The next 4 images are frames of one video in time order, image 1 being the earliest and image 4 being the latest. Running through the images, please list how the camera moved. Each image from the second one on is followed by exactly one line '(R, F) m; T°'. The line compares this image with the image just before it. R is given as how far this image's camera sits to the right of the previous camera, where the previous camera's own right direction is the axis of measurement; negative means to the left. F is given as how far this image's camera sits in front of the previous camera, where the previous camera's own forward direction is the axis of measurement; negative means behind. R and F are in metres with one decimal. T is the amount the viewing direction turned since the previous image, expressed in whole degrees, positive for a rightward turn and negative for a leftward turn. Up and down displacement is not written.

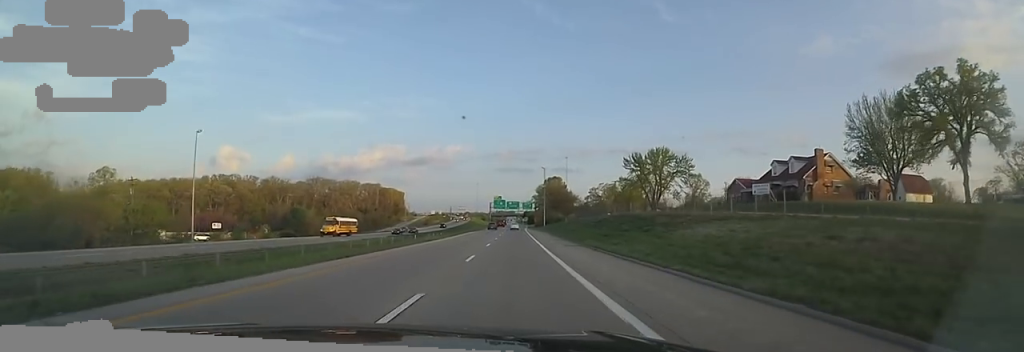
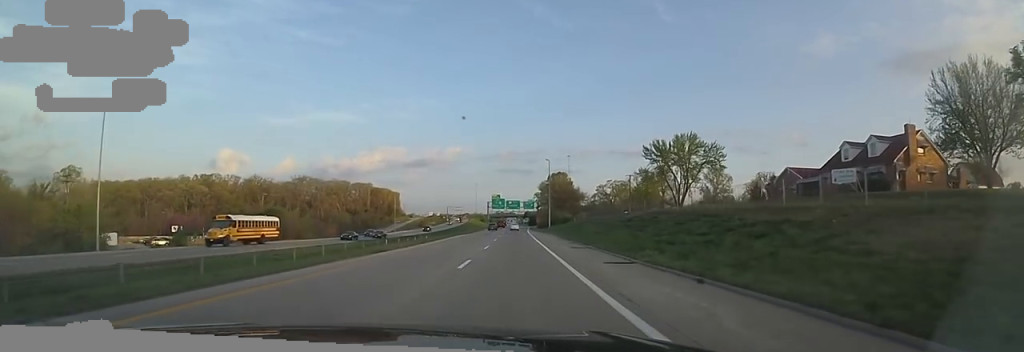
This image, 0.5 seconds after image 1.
(-0.3, +15.6) m; +1°
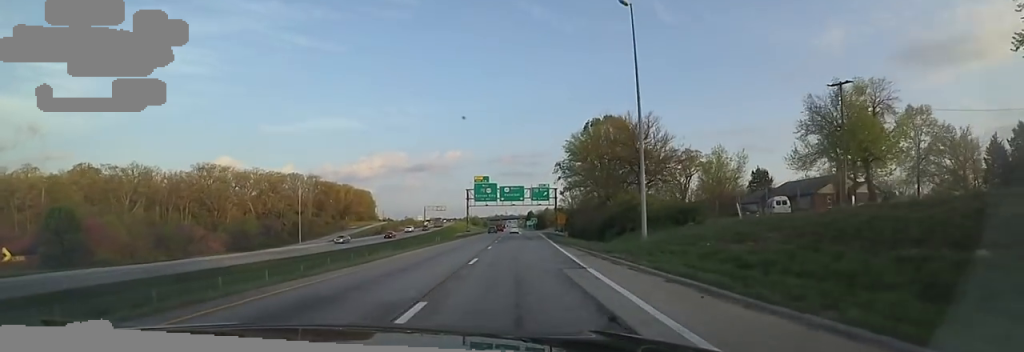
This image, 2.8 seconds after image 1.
(+0.4, +71.1) m; +1°
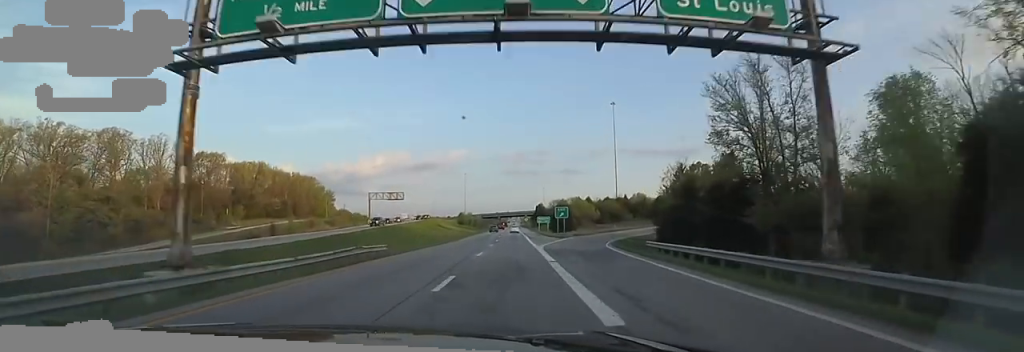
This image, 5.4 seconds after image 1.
(+0.7, +83.2) m; -2°
